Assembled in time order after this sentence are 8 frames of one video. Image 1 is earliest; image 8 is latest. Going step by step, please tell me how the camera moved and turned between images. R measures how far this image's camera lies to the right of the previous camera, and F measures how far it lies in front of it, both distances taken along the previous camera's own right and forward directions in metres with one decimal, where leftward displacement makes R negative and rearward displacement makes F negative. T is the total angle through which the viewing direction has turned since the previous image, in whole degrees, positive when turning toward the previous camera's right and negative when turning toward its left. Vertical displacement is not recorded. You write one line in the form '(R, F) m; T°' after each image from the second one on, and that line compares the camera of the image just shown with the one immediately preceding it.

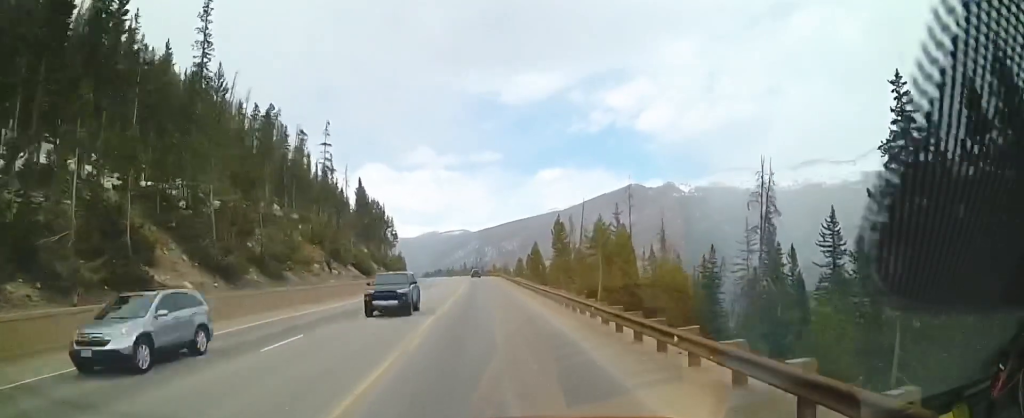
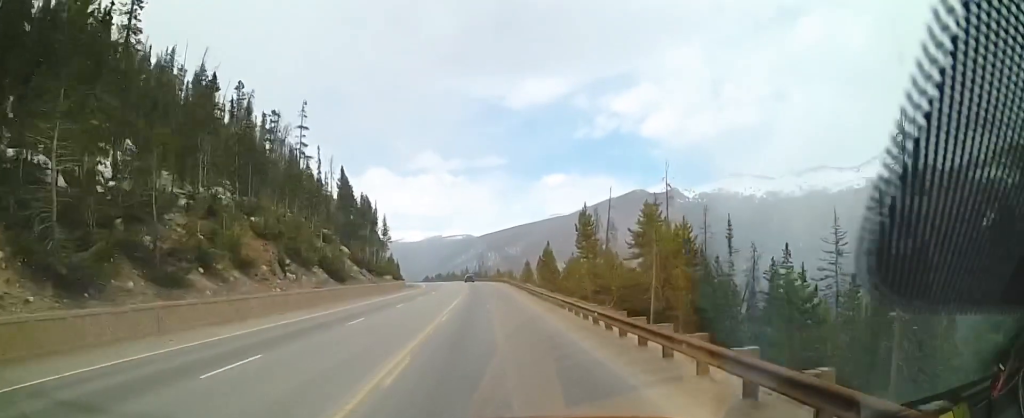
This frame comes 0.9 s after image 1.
(-0.3, +15.5) m; -2°
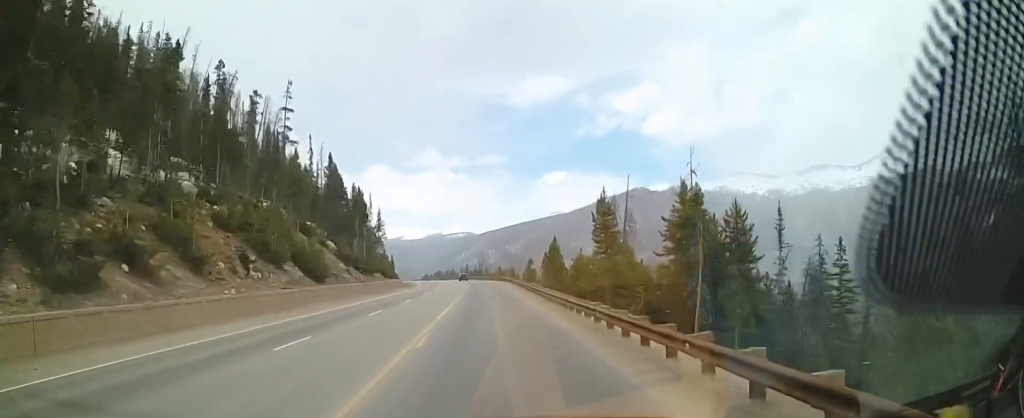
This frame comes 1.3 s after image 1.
(-0.1, +7.8) m; 0°
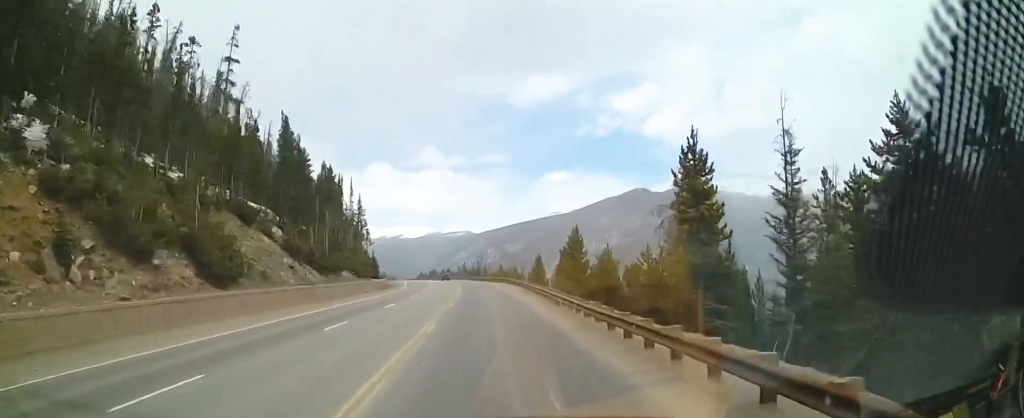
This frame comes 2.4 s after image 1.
(-0.1, +19.2) m; 0°
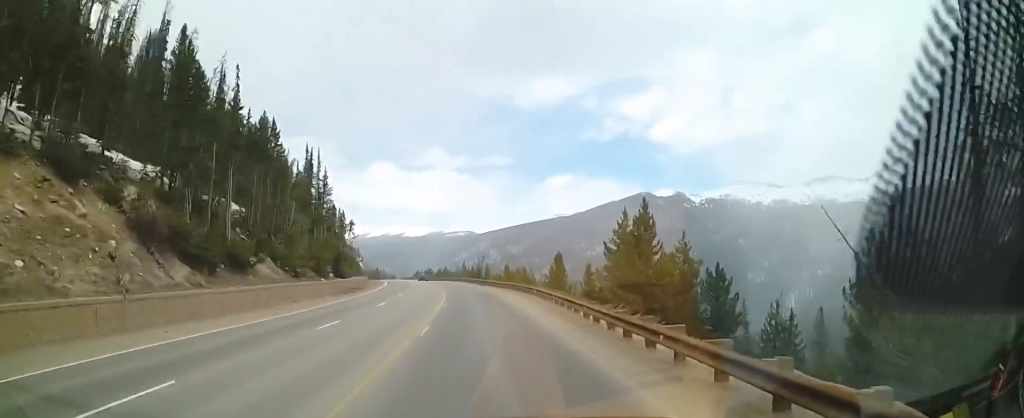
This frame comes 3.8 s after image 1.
(+0.2, +24.8) m; +1°
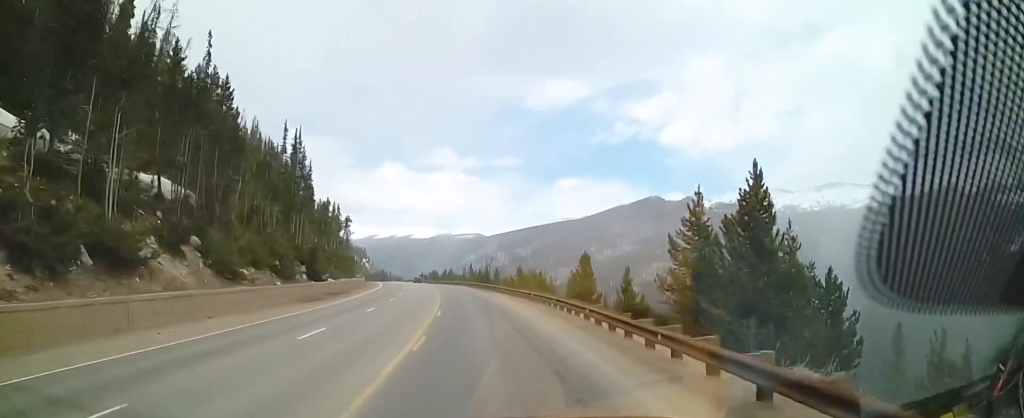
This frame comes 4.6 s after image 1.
(0.0, +14.0) m; 0°
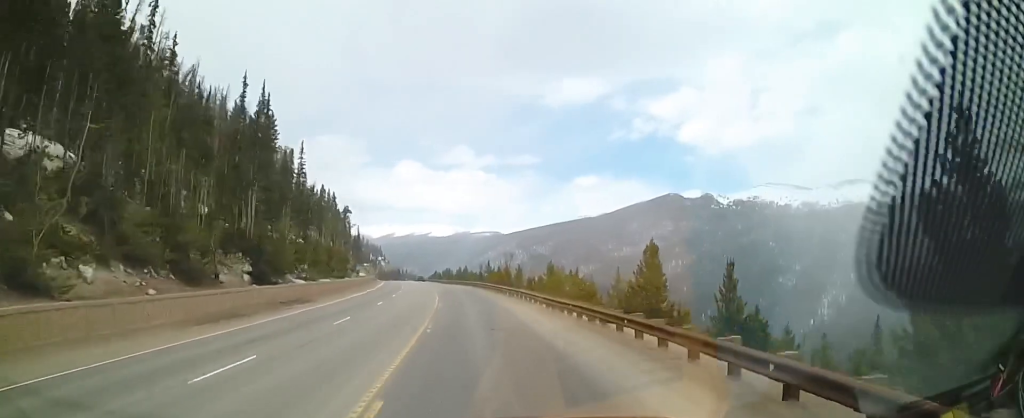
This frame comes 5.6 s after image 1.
(0.0, +18.5) m; -2°
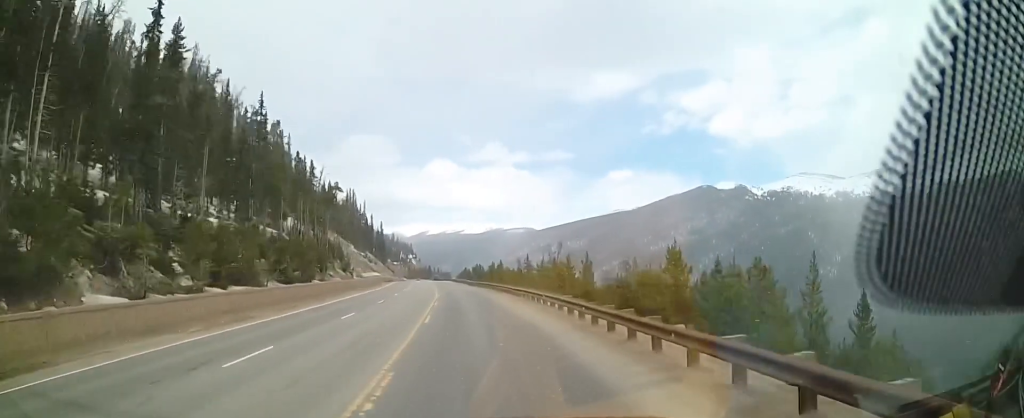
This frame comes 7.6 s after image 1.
(-3.2, +34.2) m; -9°
